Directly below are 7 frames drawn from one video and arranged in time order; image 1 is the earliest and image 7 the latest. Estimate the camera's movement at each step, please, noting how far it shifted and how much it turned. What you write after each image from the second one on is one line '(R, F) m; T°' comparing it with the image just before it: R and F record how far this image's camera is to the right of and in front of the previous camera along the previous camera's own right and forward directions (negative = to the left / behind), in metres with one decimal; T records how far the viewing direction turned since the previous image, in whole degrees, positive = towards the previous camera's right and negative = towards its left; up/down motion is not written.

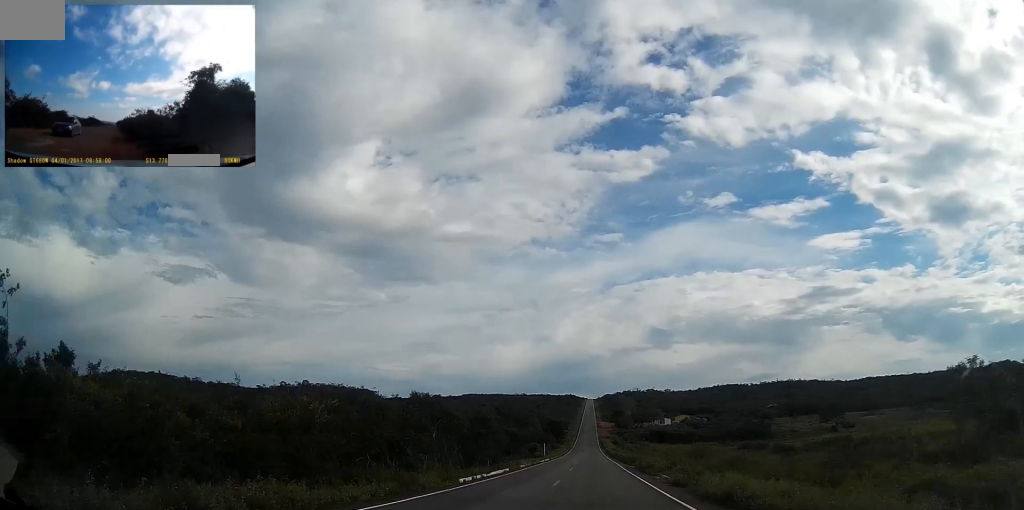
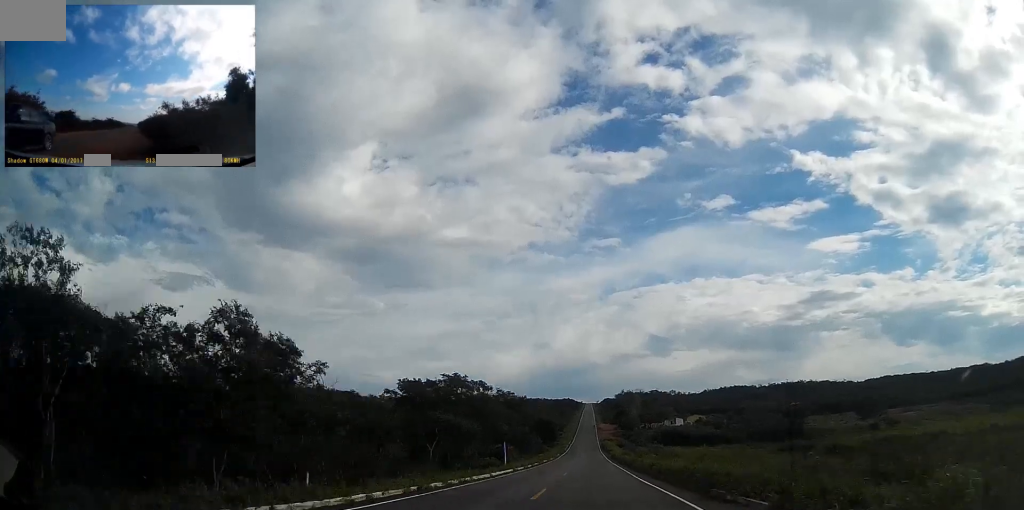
(-0.1, +38.6) m; 0°
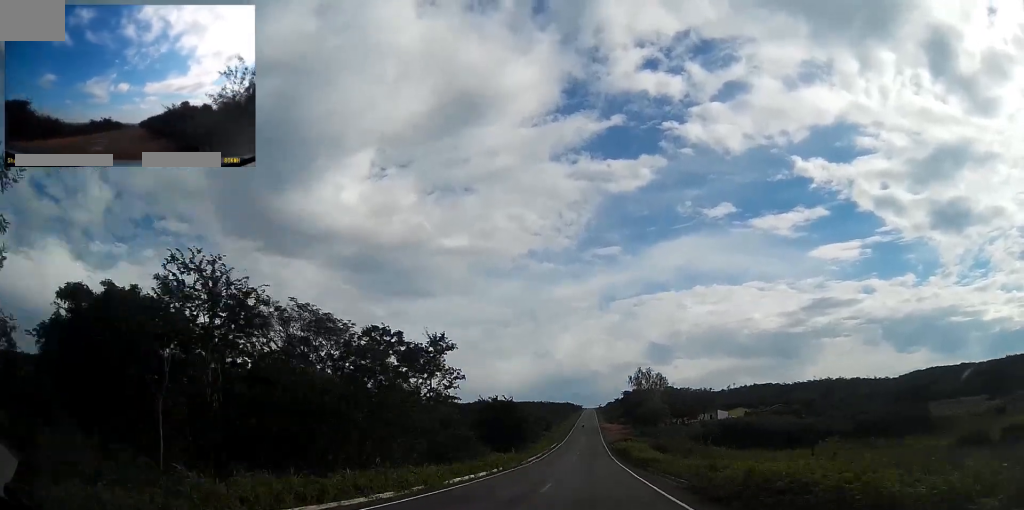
(0.0, +74.7) m; 0°
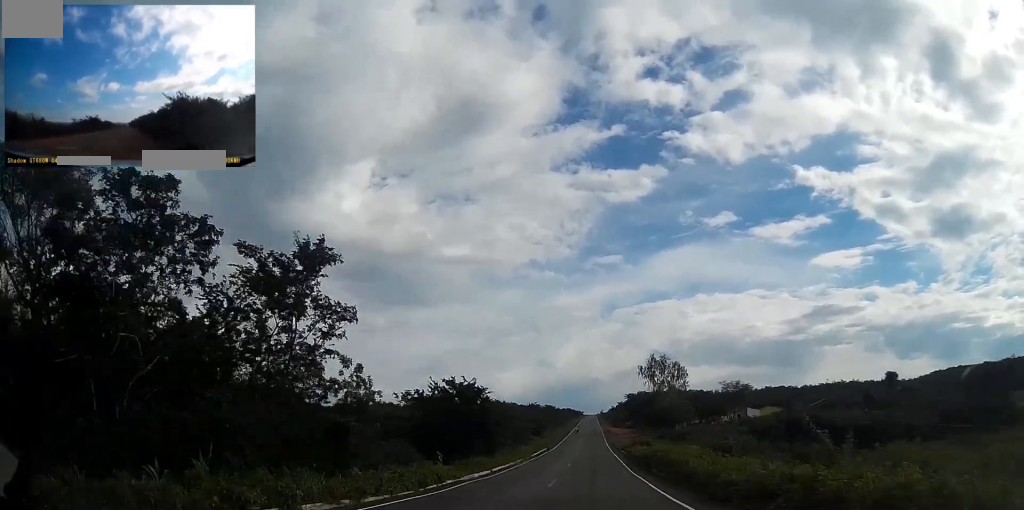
(+0.1, +28.5) m; 0°
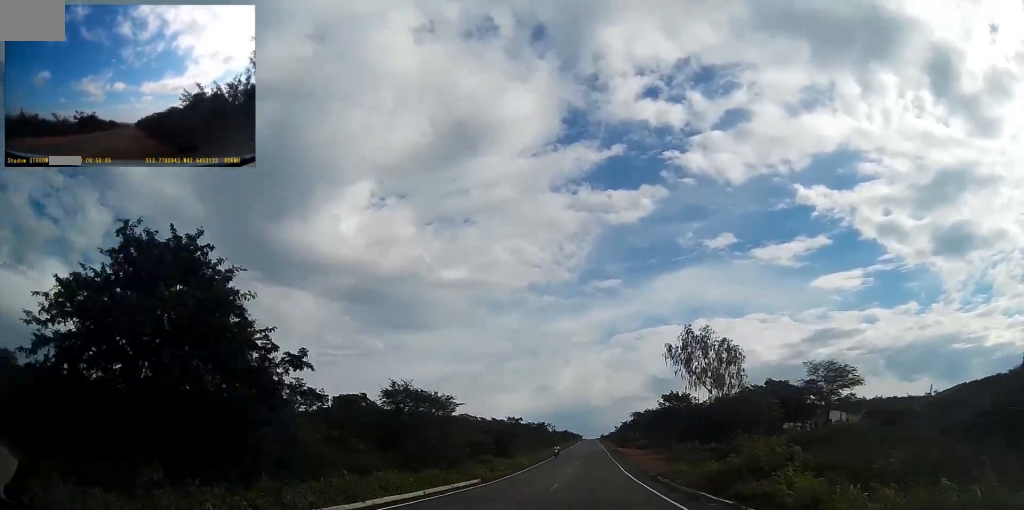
(-0.2, +45.3) m; 0°
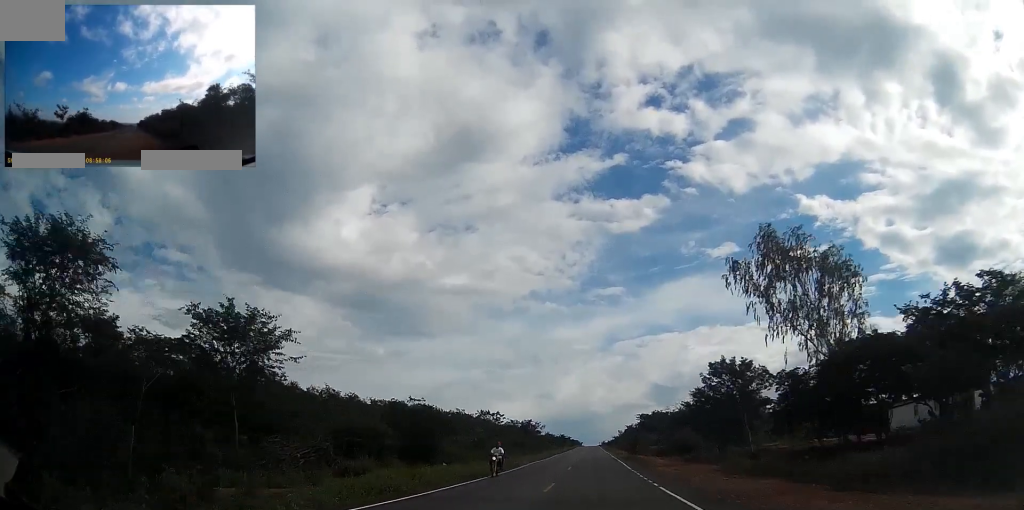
(-0.1, +36.4) m; 0°
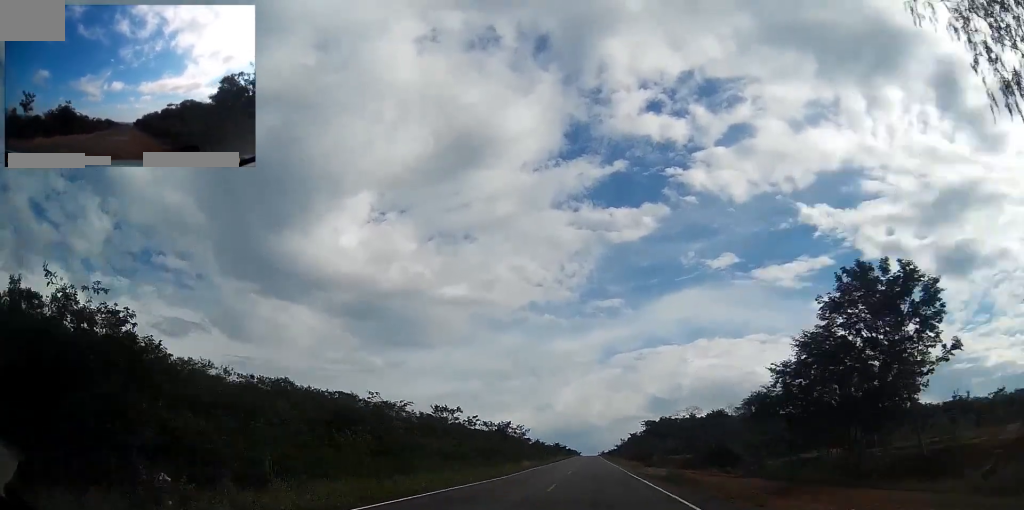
(+0.1, +30.3) m; 0°
